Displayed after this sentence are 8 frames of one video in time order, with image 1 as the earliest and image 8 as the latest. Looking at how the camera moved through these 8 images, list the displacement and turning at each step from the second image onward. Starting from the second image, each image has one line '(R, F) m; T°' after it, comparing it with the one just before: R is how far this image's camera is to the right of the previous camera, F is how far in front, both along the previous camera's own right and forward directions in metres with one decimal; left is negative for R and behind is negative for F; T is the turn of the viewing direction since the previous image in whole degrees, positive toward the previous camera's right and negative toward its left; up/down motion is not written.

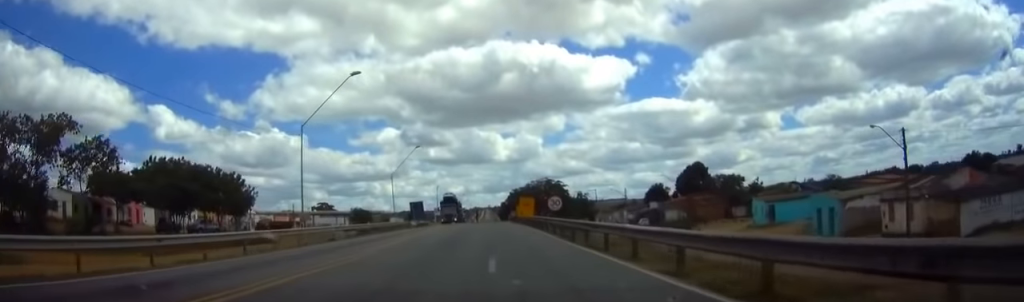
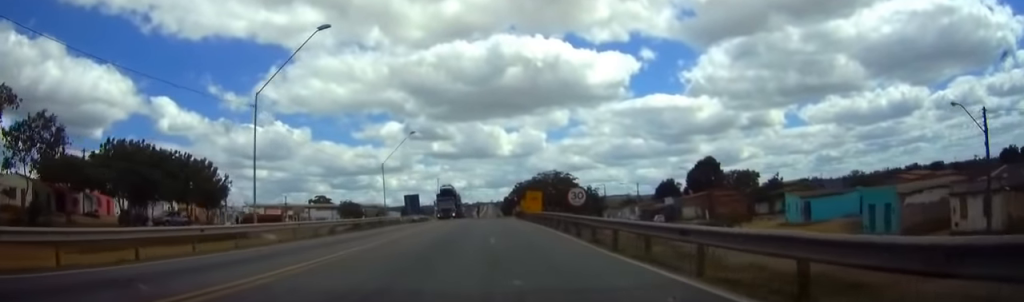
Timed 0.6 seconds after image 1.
(0.0, +9.0) m; 0°
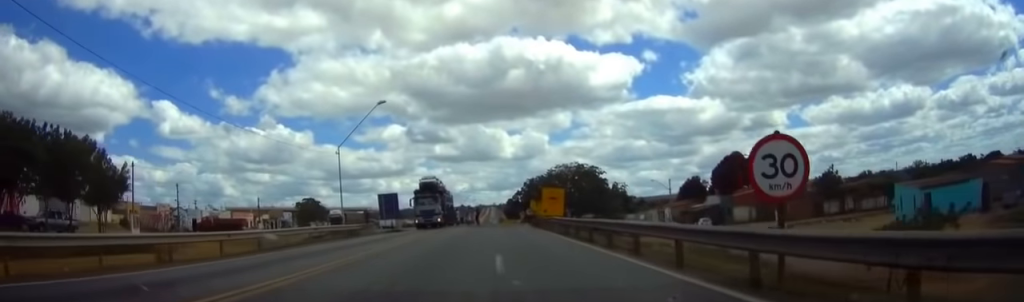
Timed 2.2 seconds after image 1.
(0.0, +22.0) m; 0°
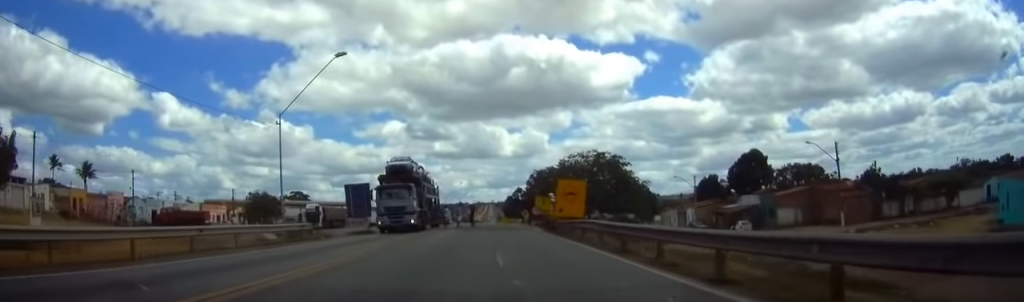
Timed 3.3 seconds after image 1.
(-0.1, +14.3) m; 0°
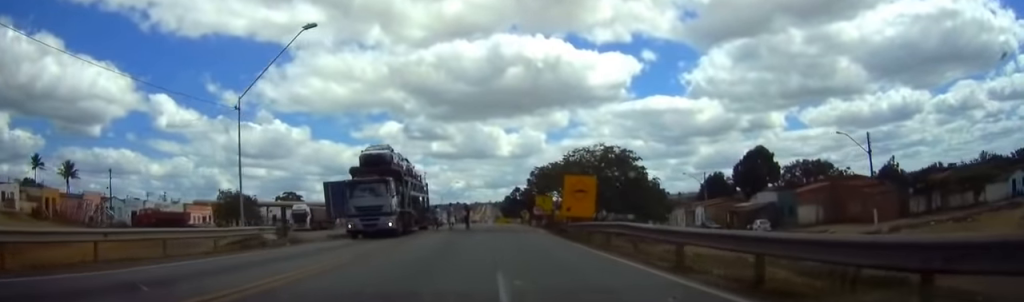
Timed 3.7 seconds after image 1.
(0.0, +5.8) m; +1°
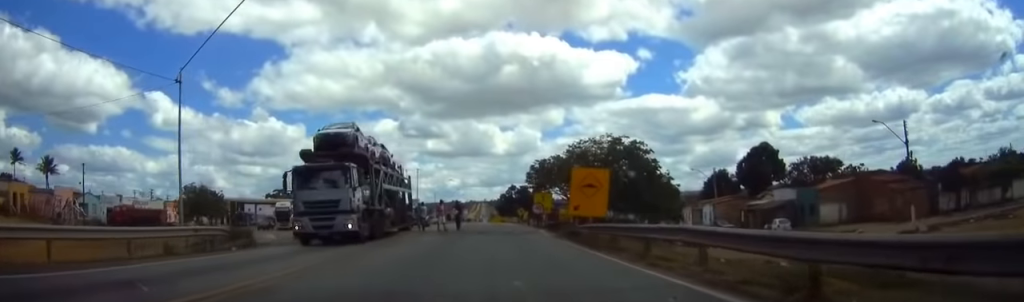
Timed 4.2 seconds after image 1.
(+0.1, +5.8) m; 0°
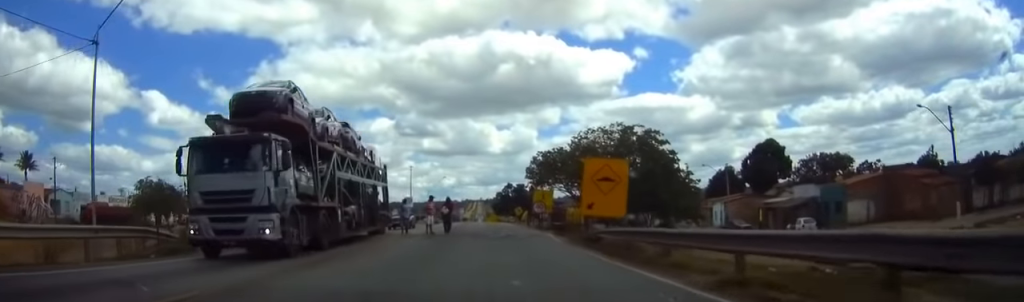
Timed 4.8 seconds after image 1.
(+0.1, +6.1) m; 0°
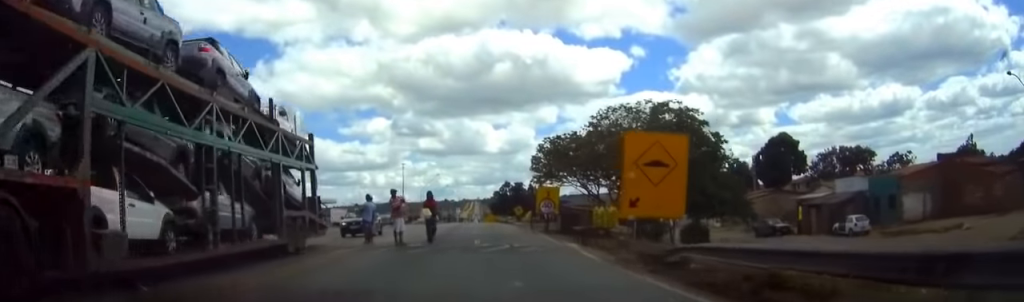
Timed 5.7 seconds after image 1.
(-0.2, +9.1) m; 0°
